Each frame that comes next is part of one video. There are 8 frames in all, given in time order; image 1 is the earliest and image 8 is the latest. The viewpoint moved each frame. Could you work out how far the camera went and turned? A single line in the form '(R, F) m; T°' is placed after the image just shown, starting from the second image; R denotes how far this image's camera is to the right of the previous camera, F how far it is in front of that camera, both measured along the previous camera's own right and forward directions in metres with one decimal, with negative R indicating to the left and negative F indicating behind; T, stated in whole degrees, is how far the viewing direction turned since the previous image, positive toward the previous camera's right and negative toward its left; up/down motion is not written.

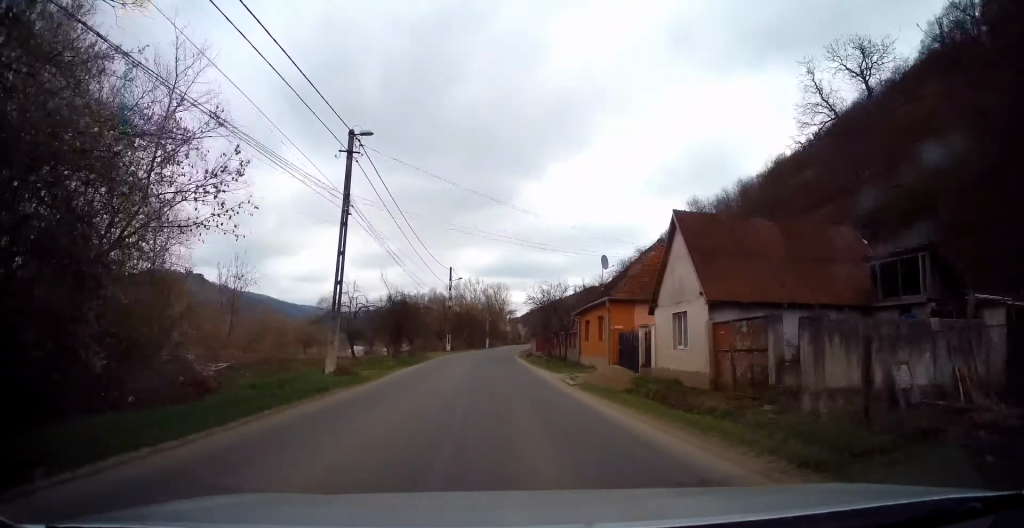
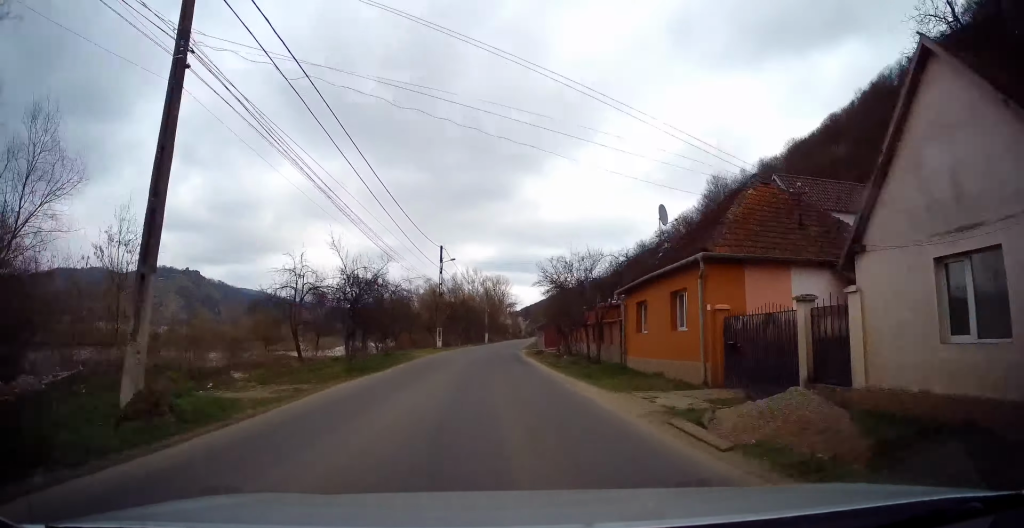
(+0.1, +10.2) m; 0°
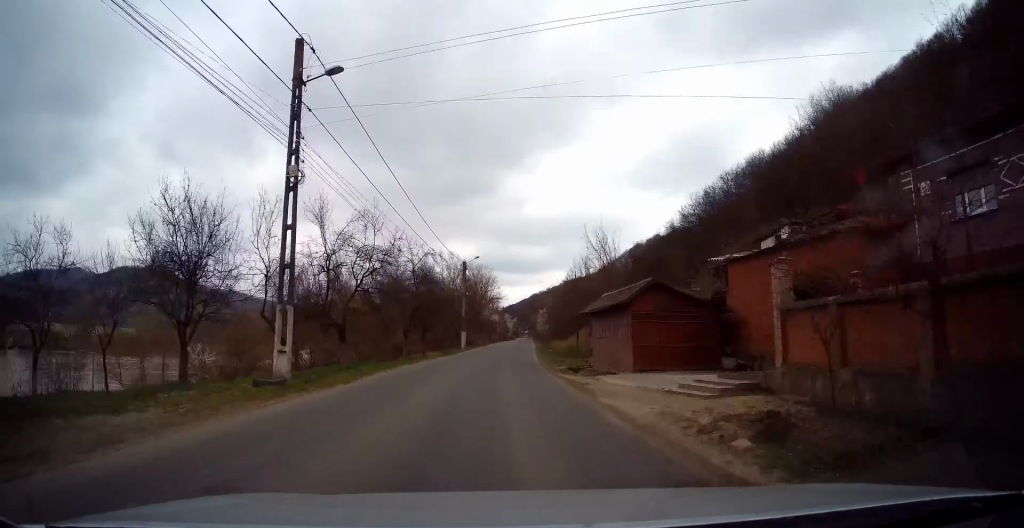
(-0.2, +35.0) m; 0°
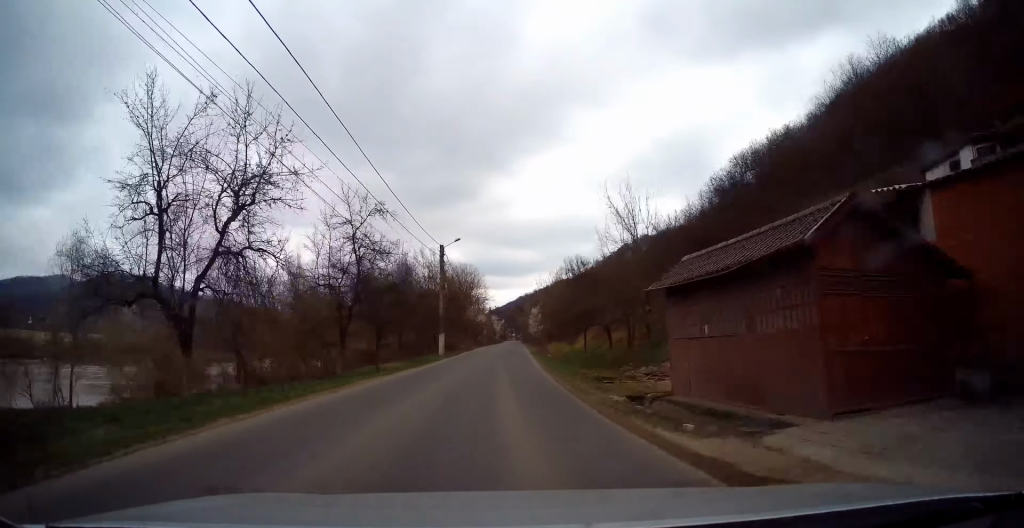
(0.0, +11.0) m; +1°
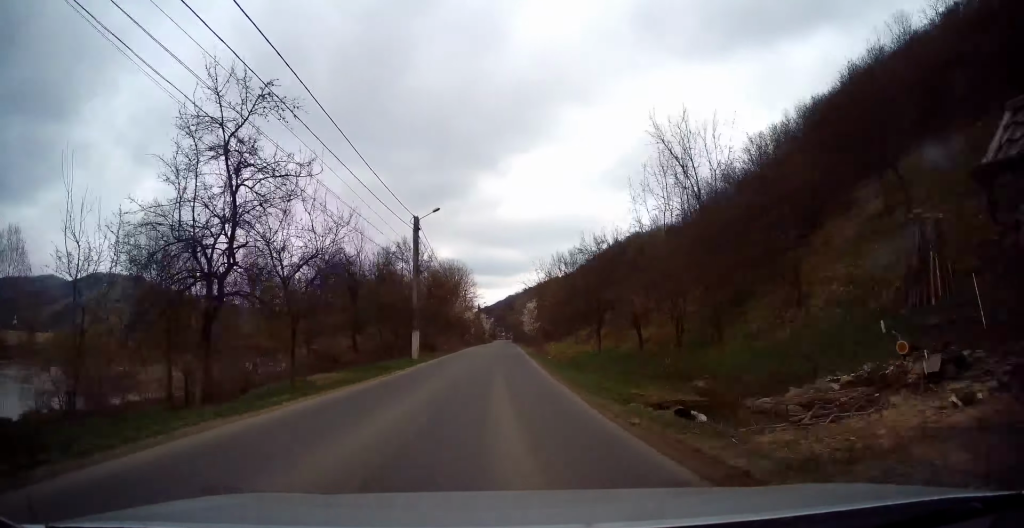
(+0.1, +9.3) m; +2°
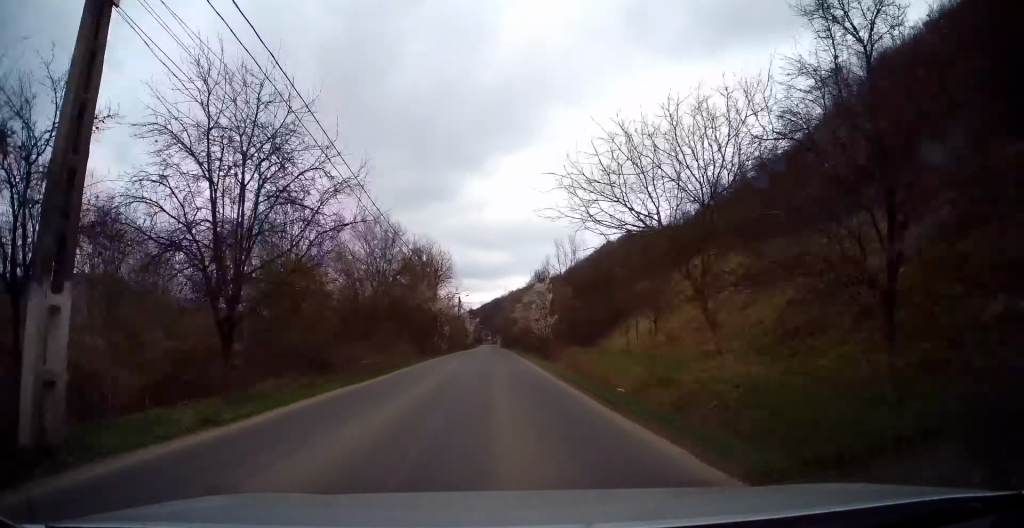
(+1.3, +26.3) m; +3°
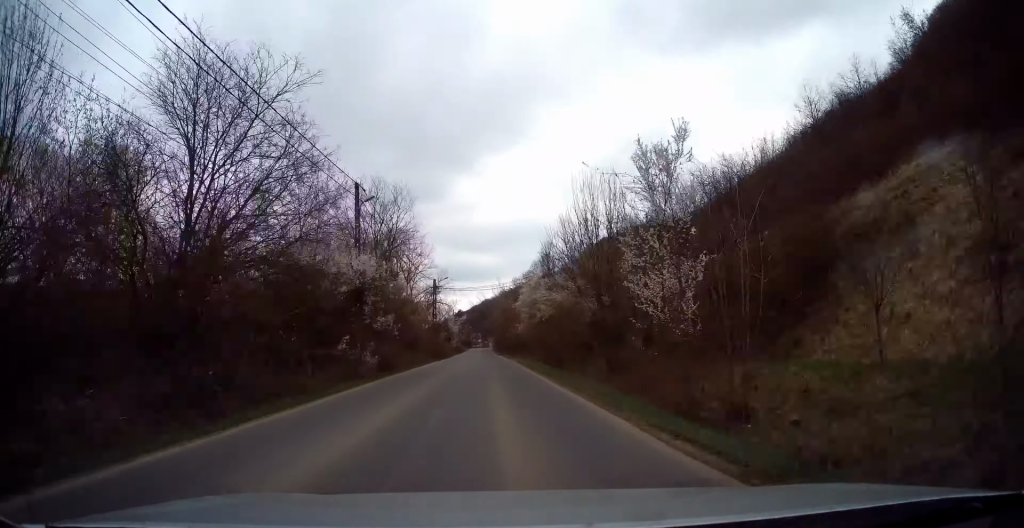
(-0.3, +27.1) m; 0°
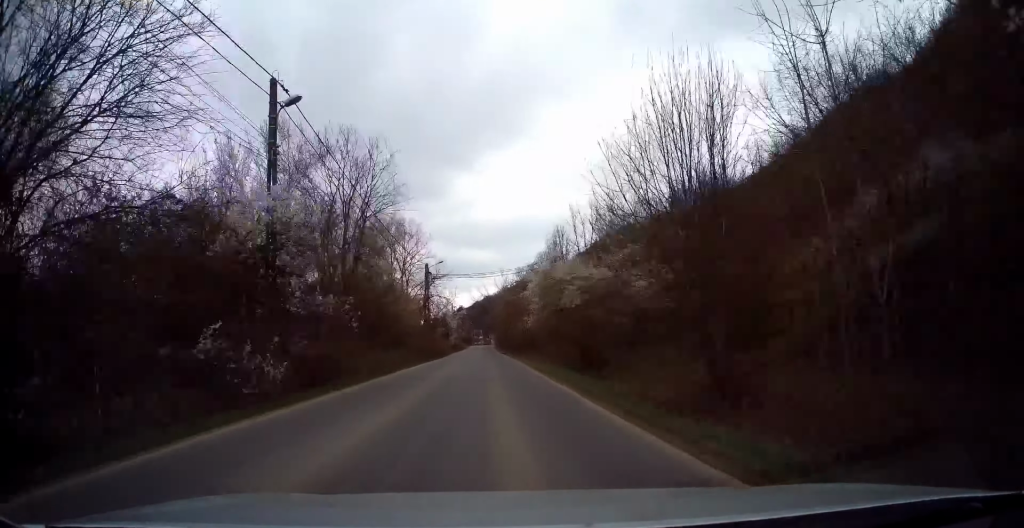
(+0.2, +9.4) m; +1°
